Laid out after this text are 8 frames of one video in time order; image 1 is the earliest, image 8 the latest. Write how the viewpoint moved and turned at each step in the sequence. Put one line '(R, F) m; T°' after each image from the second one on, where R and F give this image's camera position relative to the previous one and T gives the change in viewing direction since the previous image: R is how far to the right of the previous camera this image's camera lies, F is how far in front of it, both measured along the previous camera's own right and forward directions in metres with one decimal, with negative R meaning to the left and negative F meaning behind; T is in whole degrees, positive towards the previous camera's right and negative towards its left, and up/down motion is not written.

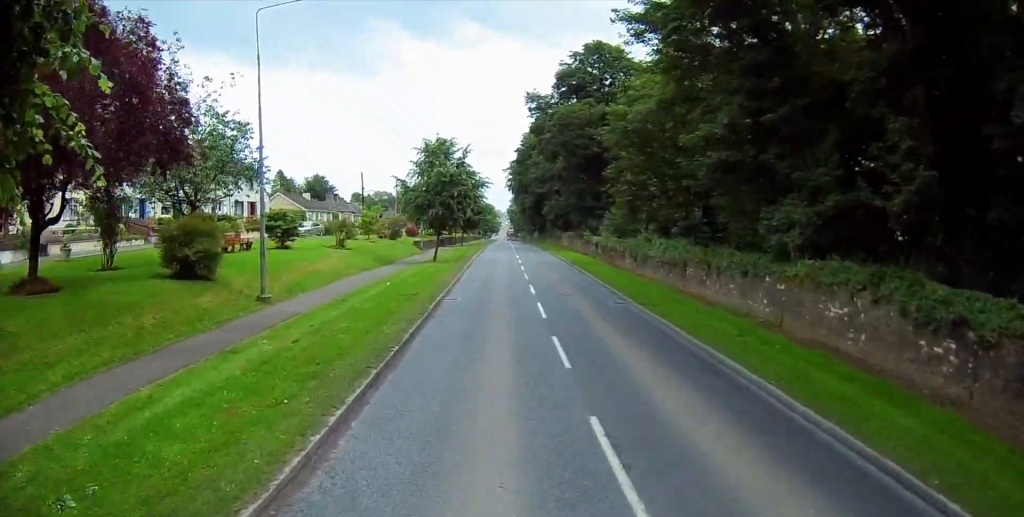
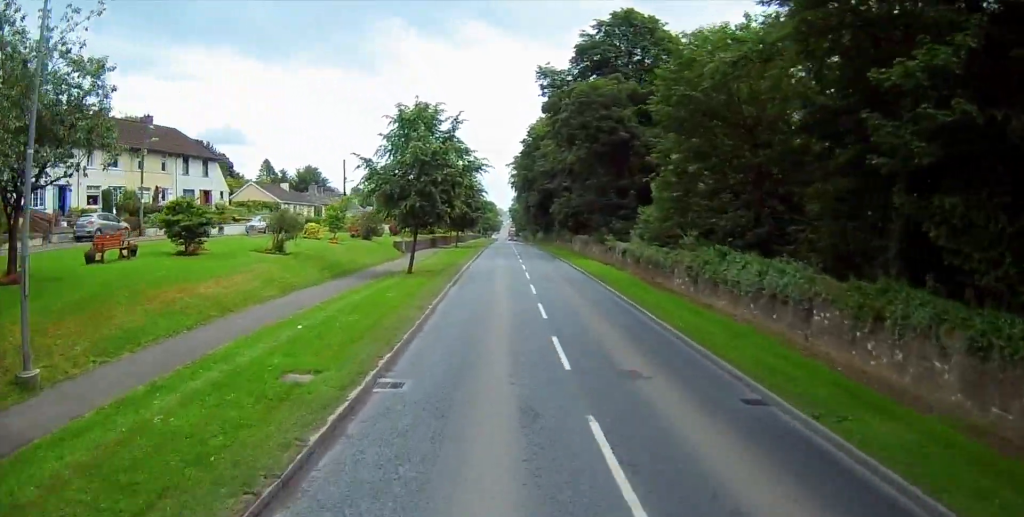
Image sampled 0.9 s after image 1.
(0.0, +11.8) m; 0°
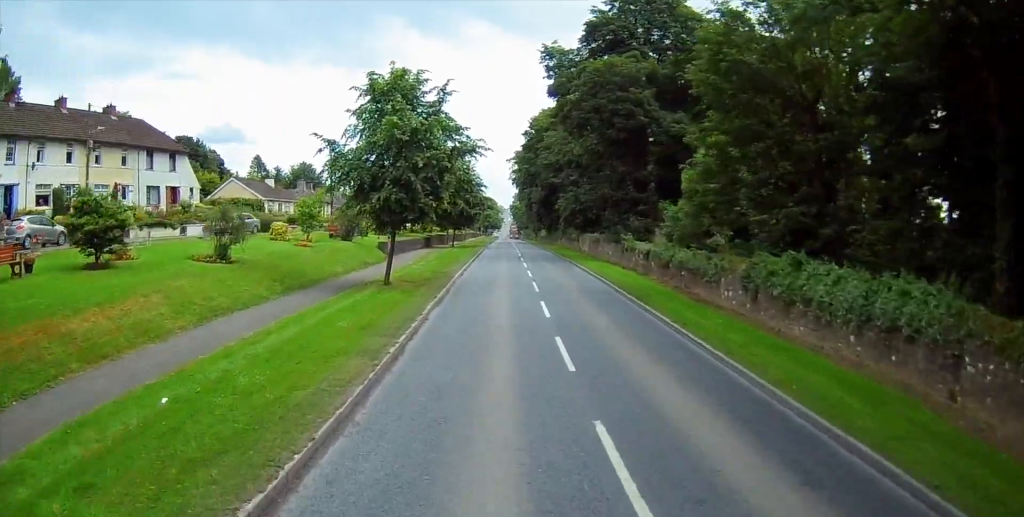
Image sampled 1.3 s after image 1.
(0.0, +6.3) m; 0°
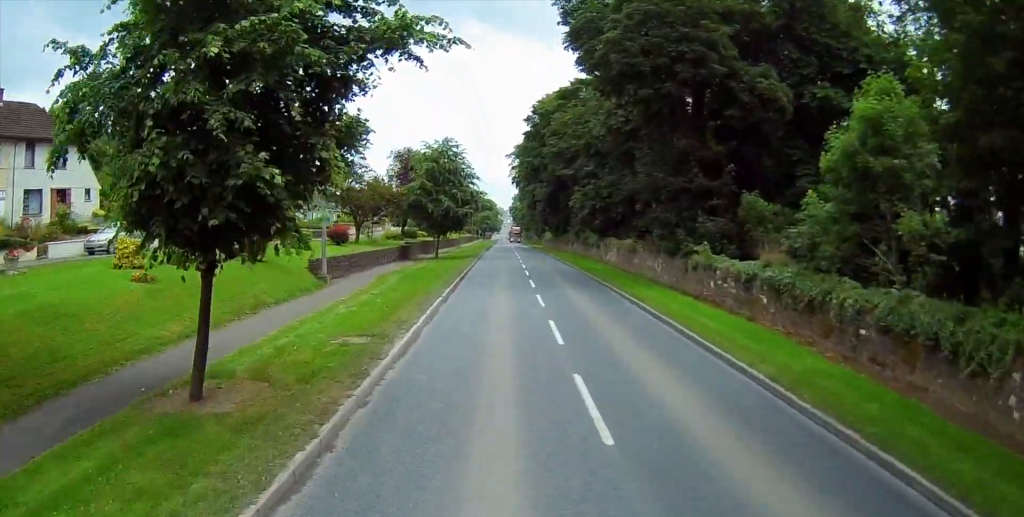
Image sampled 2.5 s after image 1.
(0.0, +15.5) m; 0°
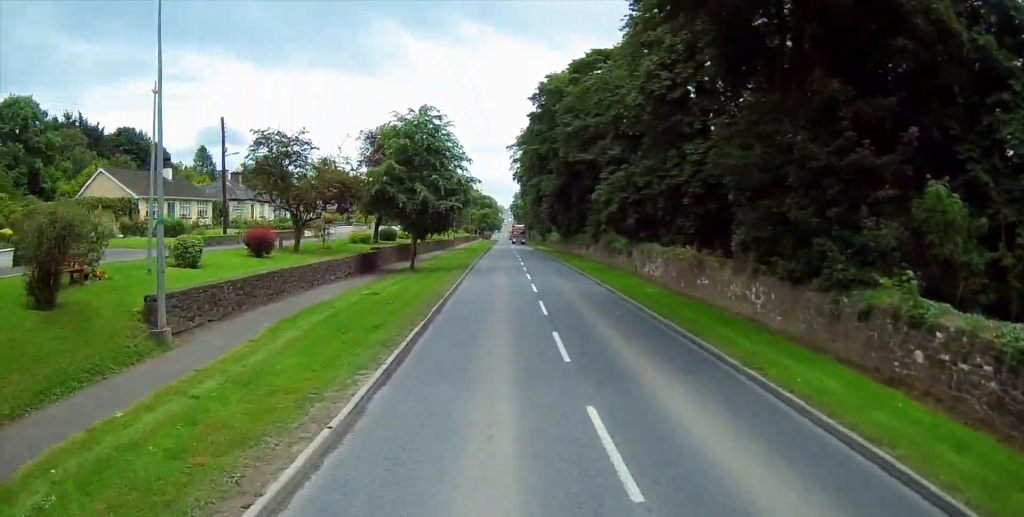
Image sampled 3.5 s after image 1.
(0.0, +13.7) m; 0°
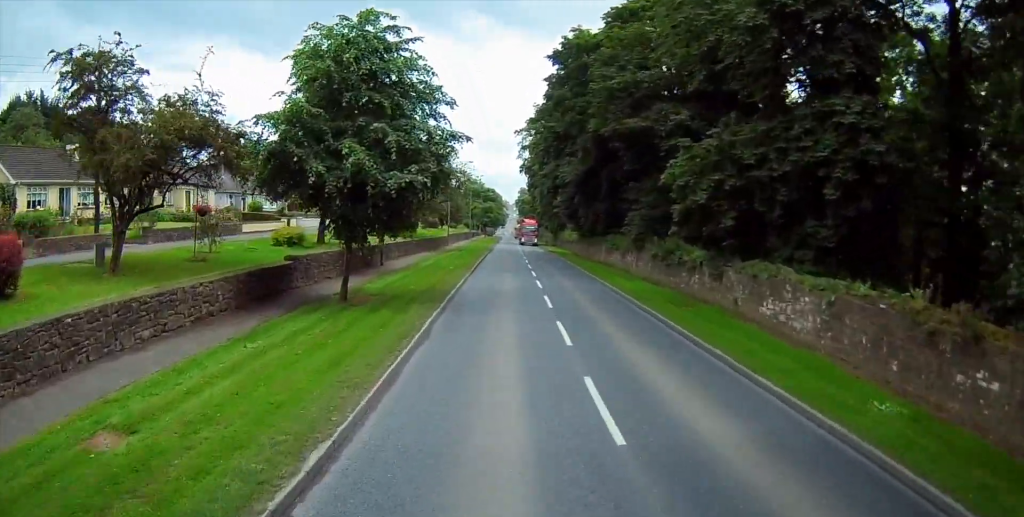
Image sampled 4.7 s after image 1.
(0.0, +16.8) m; 0°
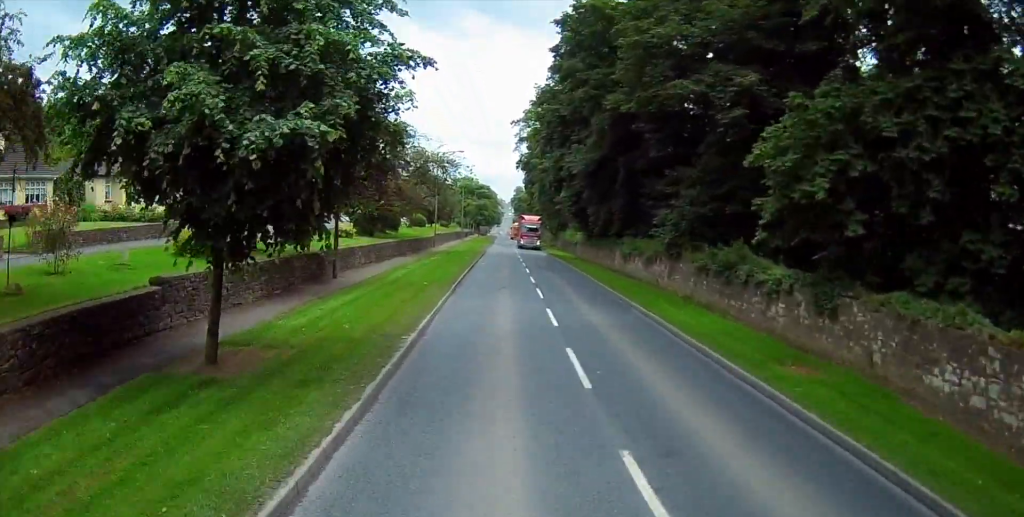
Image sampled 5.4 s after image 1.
(-0.1, +9.6) m; 0°
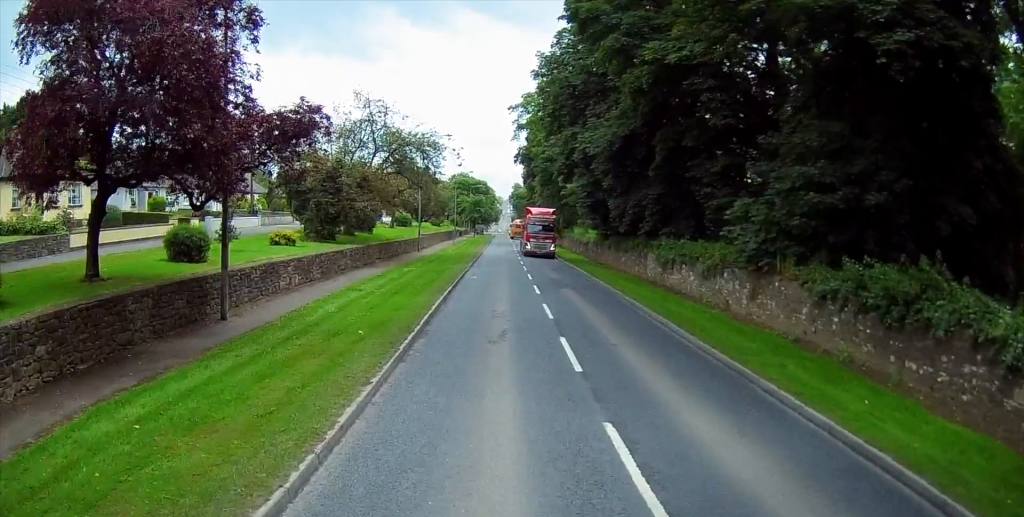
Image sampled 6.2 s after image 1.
(0.0, +11.5) m; 0°
